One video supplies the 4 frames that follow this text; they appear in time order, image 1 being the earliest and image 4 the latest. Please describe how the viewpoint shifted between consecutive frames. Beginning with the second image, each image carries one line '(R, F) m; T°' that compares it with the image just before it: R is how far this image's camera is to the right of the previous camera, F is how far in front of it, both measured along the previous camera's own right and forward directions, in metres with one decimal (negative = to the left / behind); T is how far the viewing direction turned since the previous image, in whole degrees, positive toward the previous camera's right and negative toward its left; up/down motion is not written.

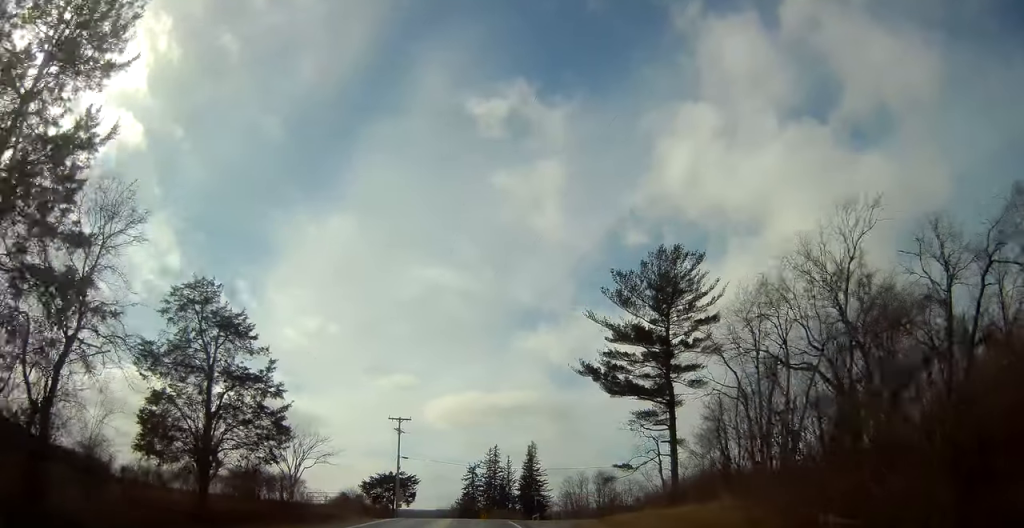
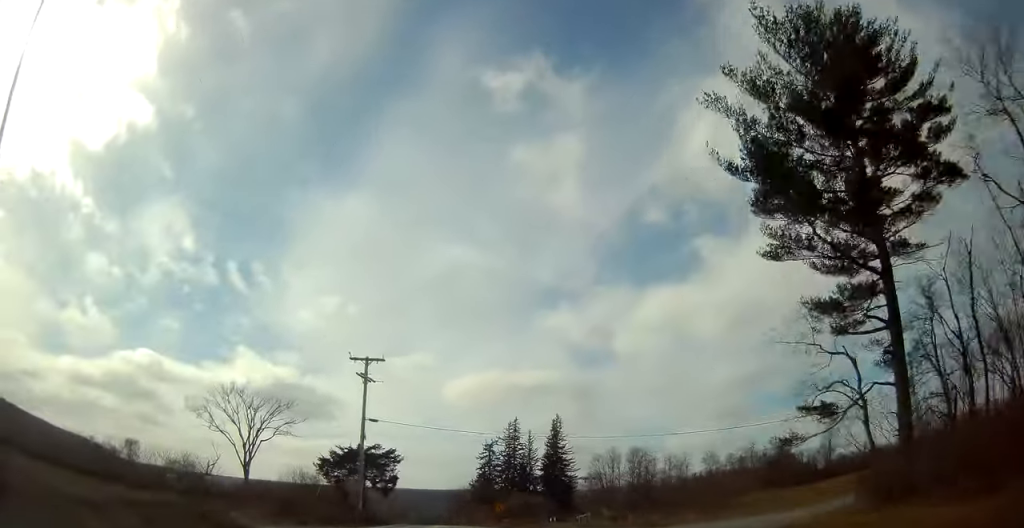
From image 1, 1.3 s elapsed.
(-0.4, +23.4) m; -1°
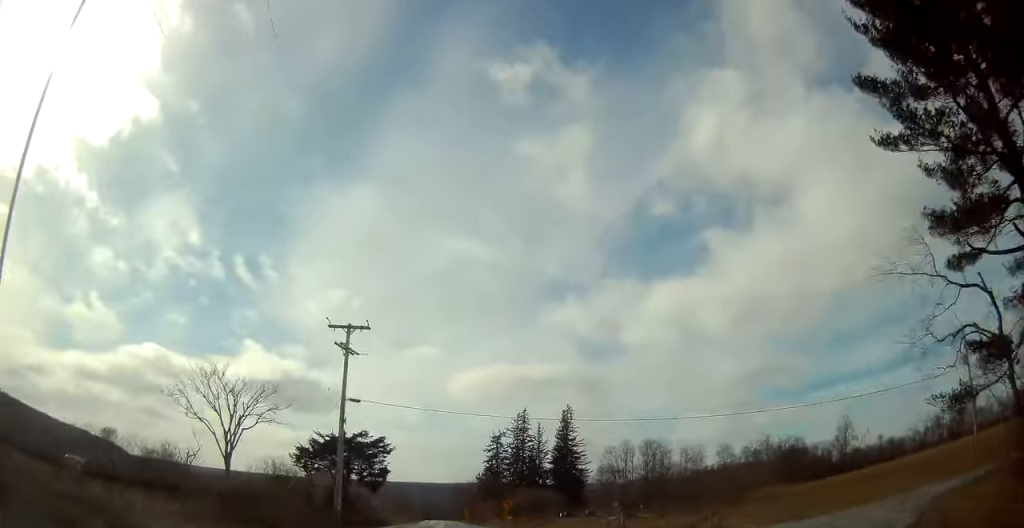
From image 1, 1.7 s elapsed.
(+0.1, +7.4) m; 0°
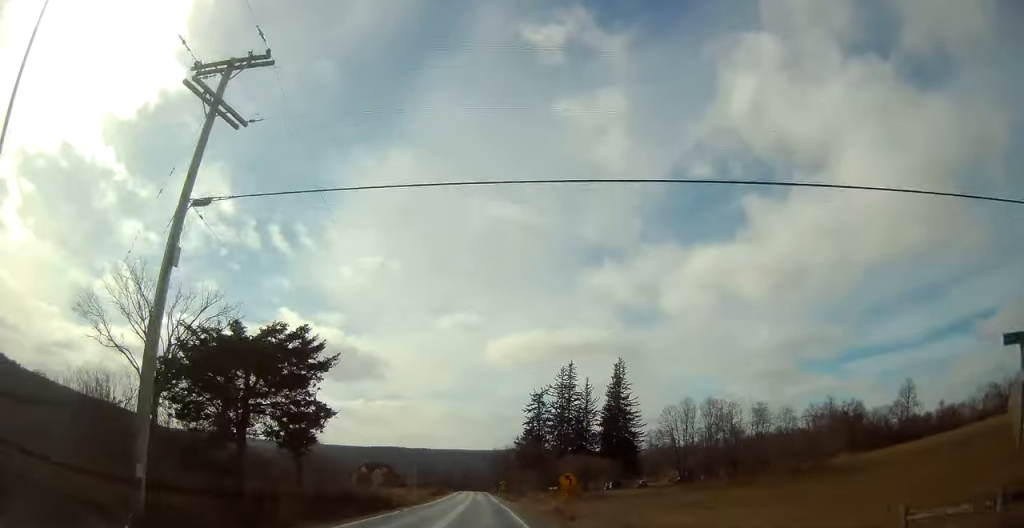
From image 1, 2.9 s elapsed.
(-0.6, +21.6) m; -3°
